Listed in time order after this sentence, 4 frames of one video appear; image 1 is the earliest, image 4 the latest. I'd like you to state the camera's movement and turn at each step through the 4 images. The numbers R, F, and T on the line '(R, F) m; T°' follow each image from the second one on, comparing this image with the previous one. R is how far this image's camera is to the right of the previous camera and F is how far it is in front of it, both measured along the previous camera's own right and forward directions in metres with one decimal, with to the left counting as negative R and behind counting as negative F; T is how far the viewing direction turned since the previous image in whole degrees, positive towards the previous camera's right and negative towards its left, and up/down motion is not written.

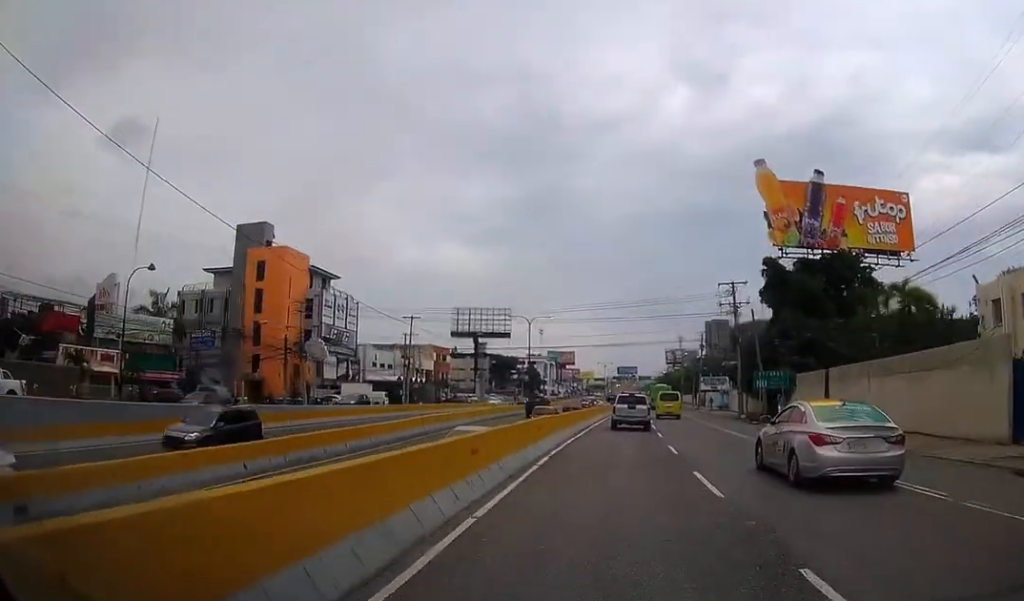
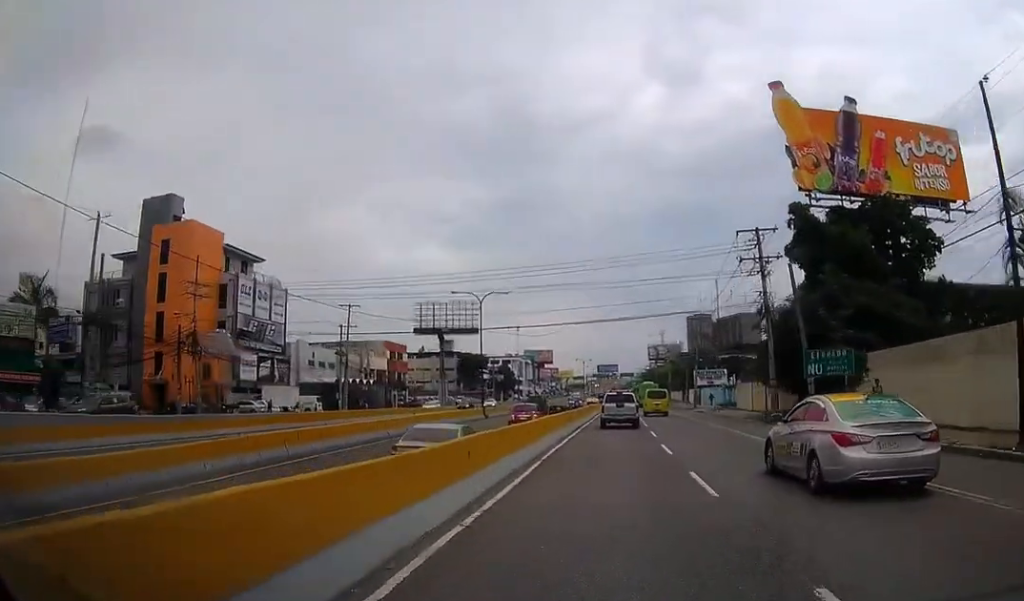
(+0.1, +16.8) m; +1°
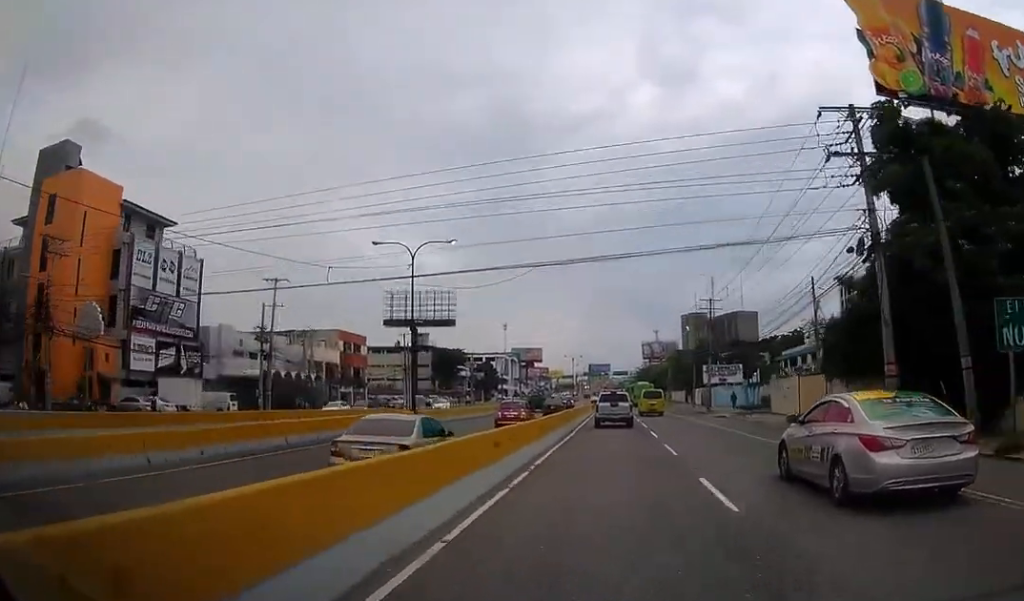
(+0.3, +16.7) m; +1°
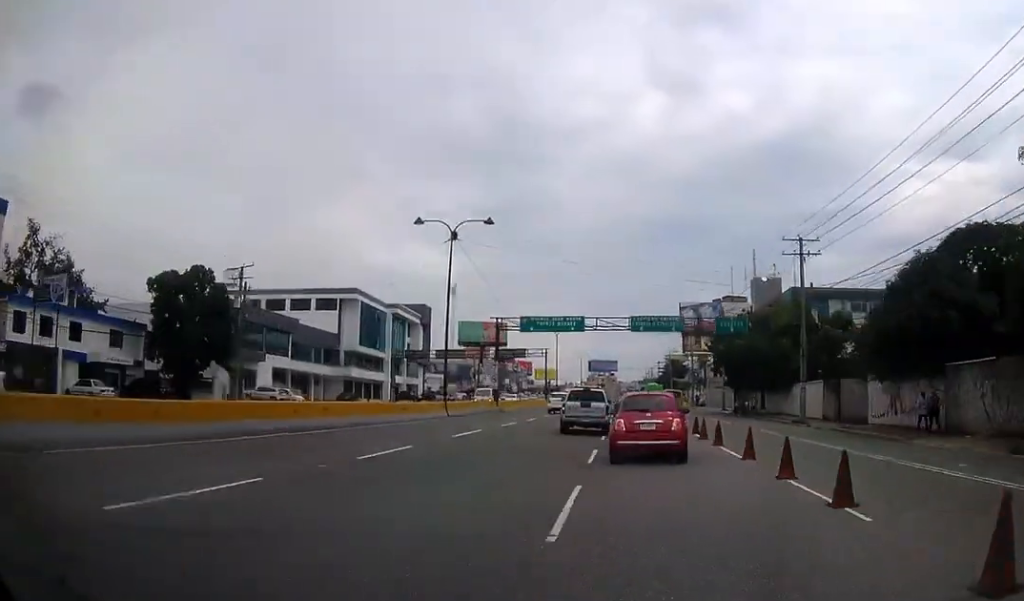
(+1.2, +137.8) m; 0°
